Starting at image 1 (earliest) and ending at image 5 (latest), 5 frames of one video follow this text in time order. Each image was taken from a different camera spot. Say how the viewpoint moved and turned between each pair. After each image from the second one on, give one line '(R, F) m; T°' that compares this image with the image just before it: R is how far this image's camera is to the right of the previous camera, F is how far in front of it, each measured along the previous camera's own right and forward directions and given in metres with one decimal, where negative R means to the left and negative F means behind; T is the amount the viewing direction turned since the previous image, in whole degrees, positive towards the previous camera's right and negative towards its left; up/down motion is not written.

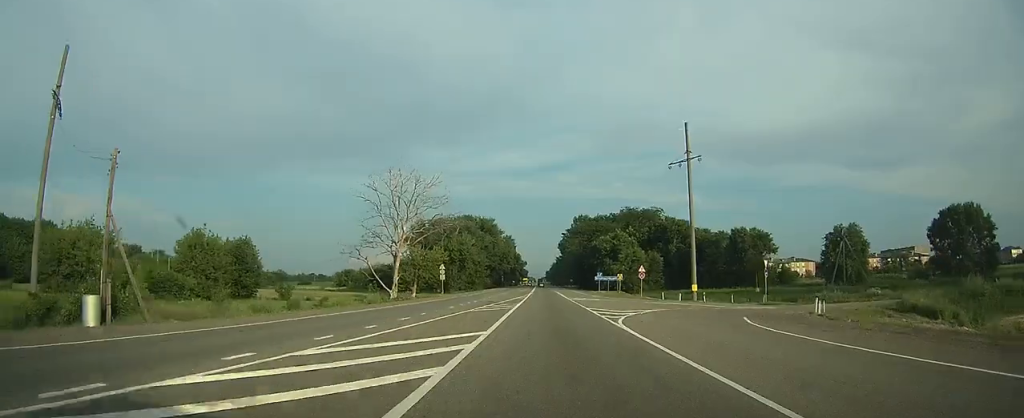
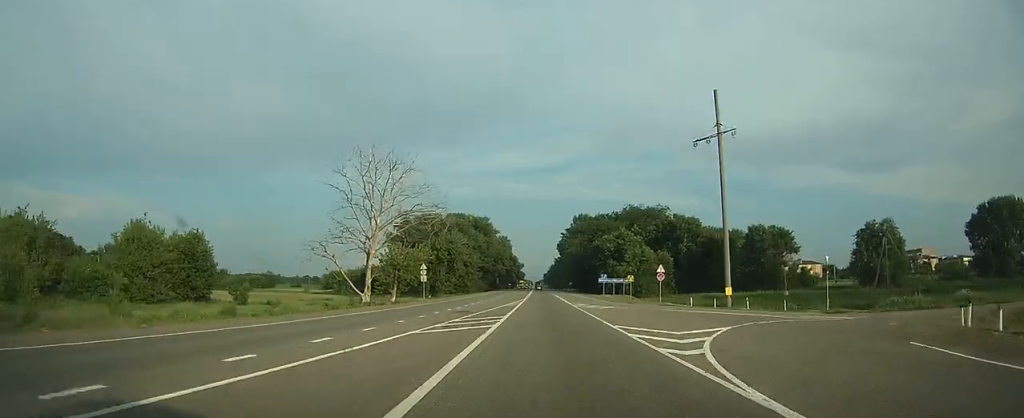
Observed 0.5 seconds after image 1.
(0.0, +12.0) m; 0°
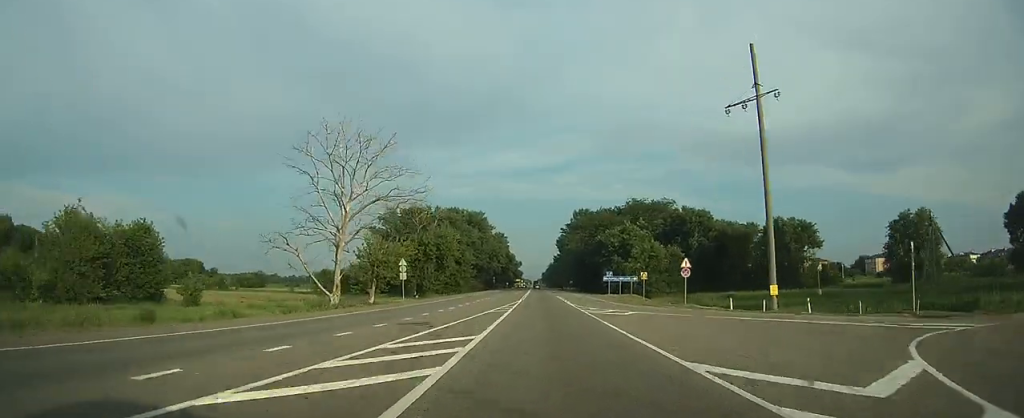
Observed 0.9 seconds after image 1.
(0.0, +10.3) m; 0°
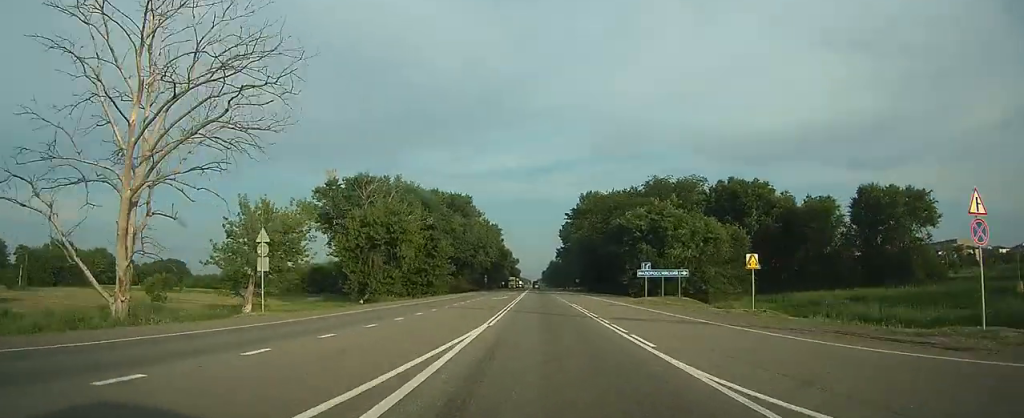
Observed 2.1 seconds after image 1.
(0.0, +32.6) m; 0°
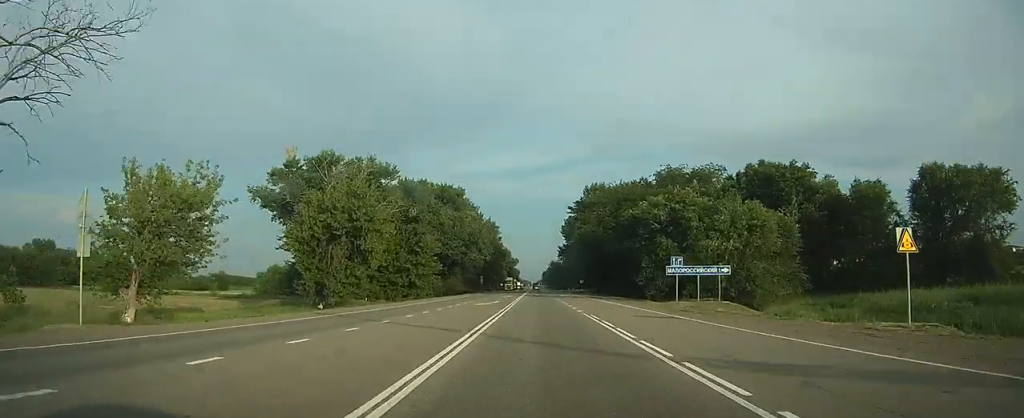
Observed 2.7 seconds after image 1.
(0.0, +13.8) m; 0°
